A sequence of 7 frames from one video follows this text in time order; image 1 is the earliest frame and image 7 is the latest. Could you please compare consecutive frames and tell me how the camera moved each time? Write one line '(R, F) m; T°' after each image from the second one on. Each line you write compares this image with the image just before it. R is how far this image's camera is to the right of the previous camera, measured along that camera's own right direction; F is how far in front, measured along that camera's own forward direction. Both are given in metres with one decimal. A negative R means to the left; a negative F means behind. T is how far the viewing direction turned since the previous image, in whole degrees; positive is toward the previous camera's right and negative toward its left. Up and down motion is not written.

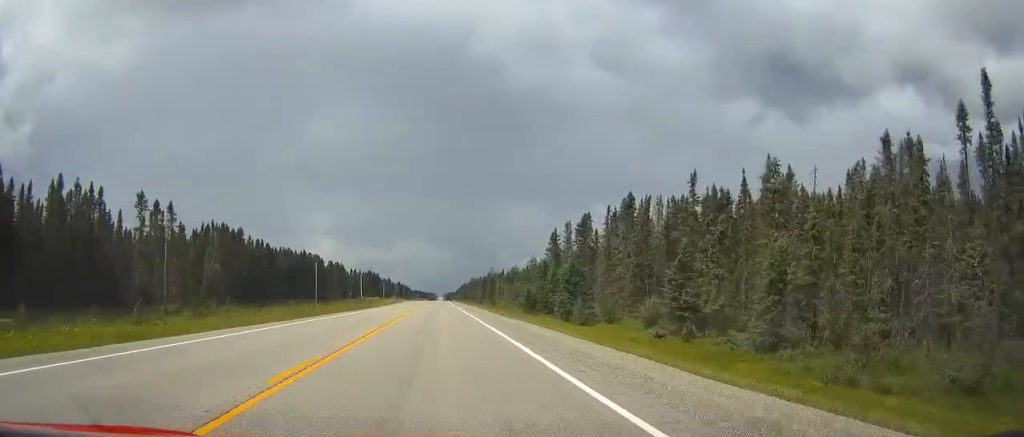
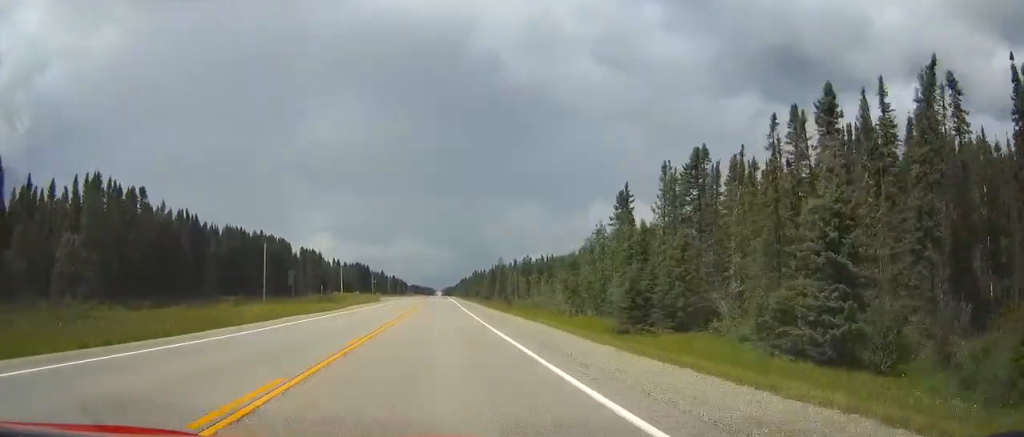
(+0.2, +46.8) m; 0°
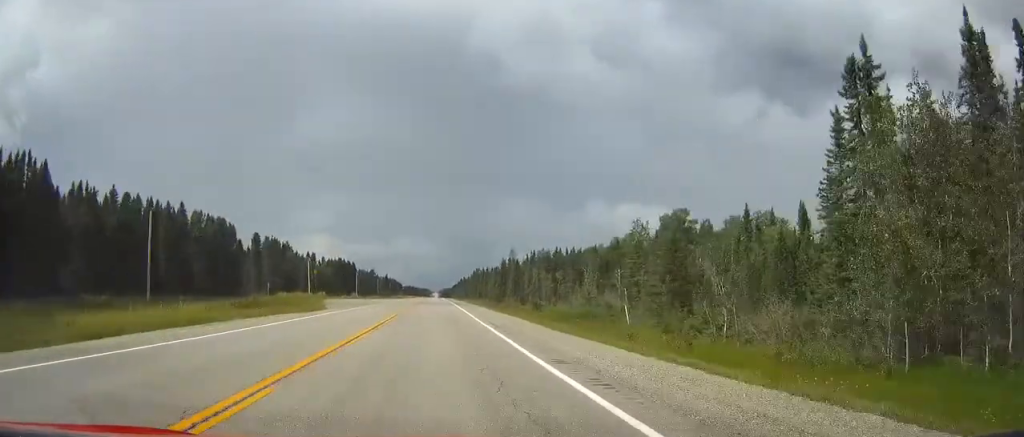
(0.0, +46.6) m; 0°
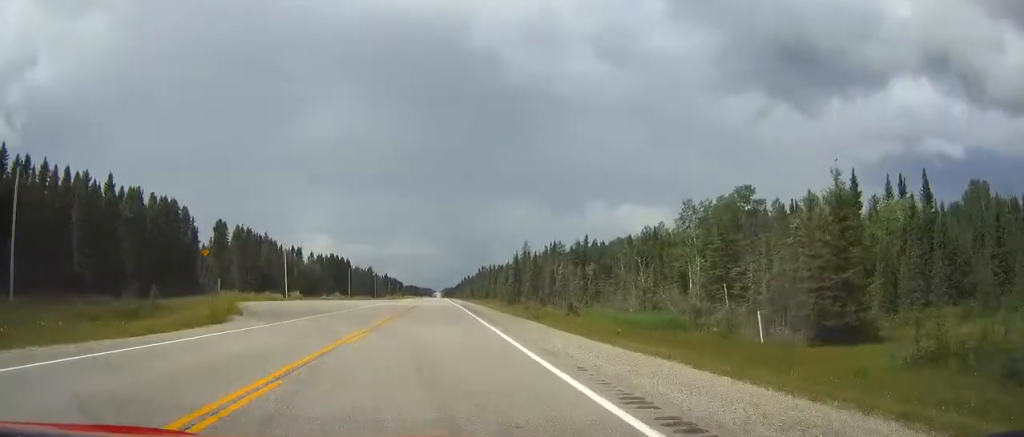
(0.0, +26.1) m; 0°
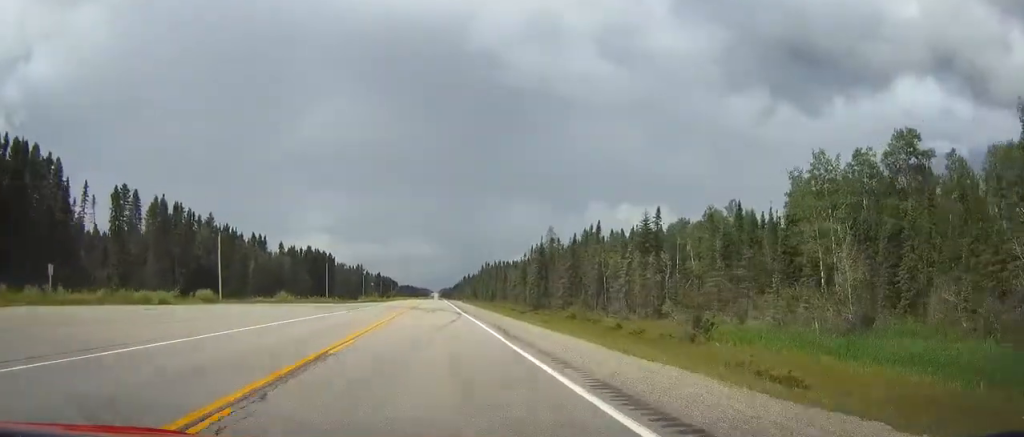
(-0.1, +39.4) m; 0°
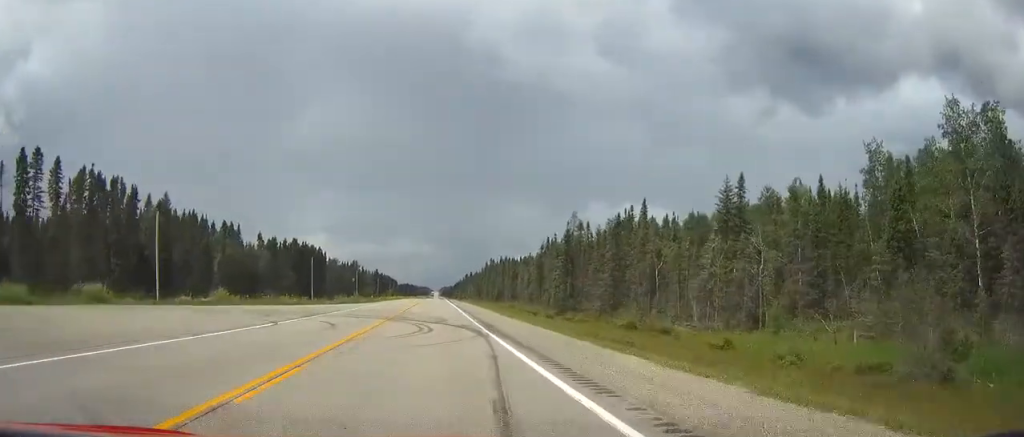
(0.0, +22.1) m; 0°
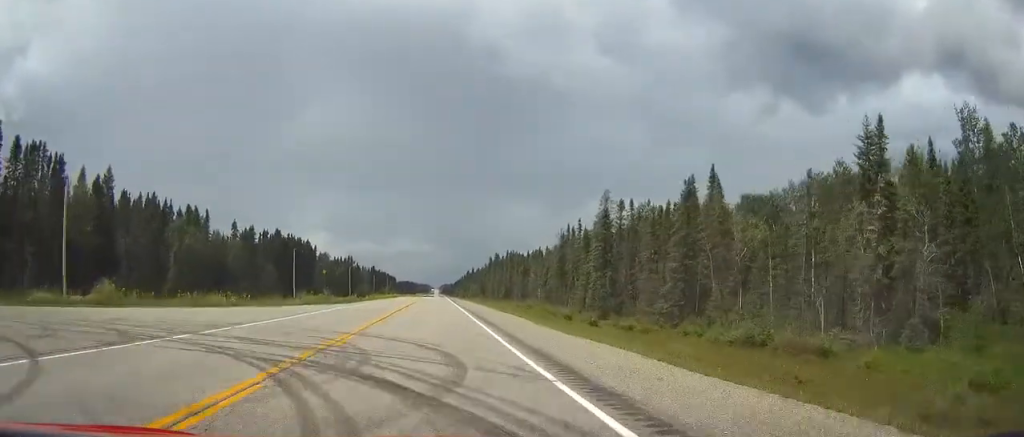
(0.0, +20.1) m; 0°
